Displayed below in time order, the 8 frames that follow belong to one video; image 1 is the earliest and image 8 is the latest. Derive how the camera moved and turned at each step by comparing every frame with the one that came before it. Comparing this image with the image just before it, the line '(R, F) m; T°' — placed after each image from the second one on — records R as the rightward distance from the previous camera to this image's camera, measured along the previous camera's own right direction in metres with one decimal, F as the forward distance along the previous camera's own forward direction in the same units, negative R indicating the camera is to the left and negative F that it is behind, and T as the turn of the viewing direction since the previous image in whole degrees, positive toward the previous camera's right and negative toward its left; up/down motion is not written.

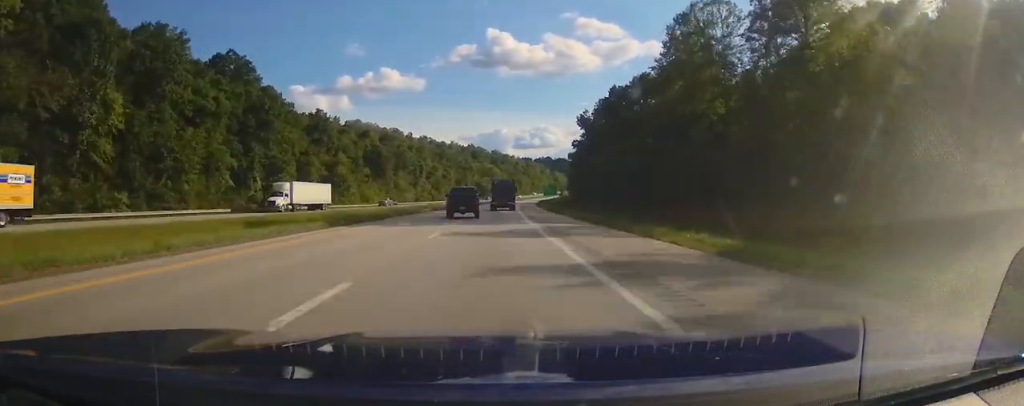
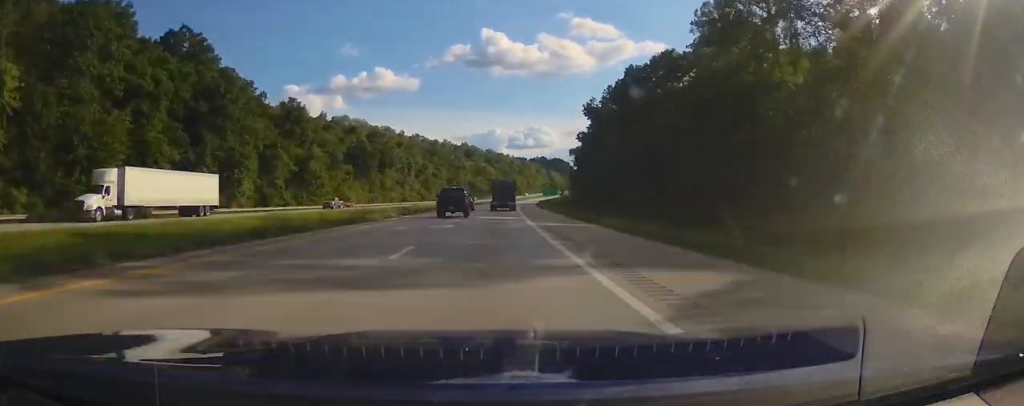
(0.0, +18.5) m; 0°
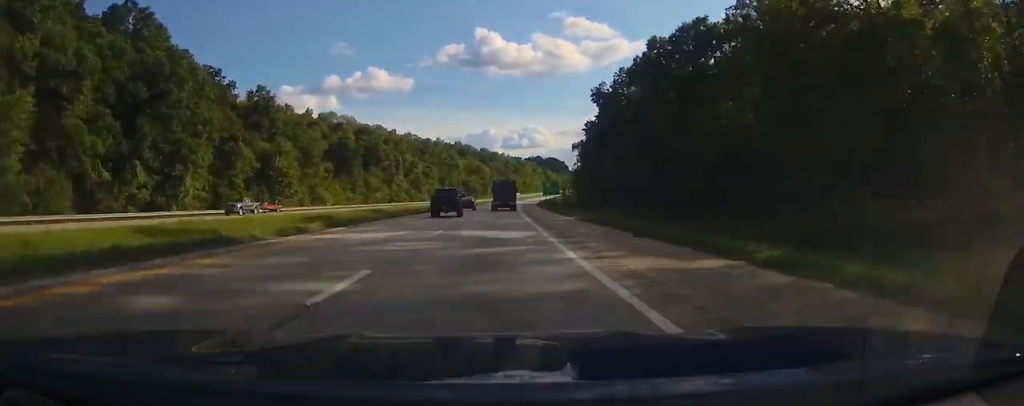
(0.0, +17.4) m; 0°
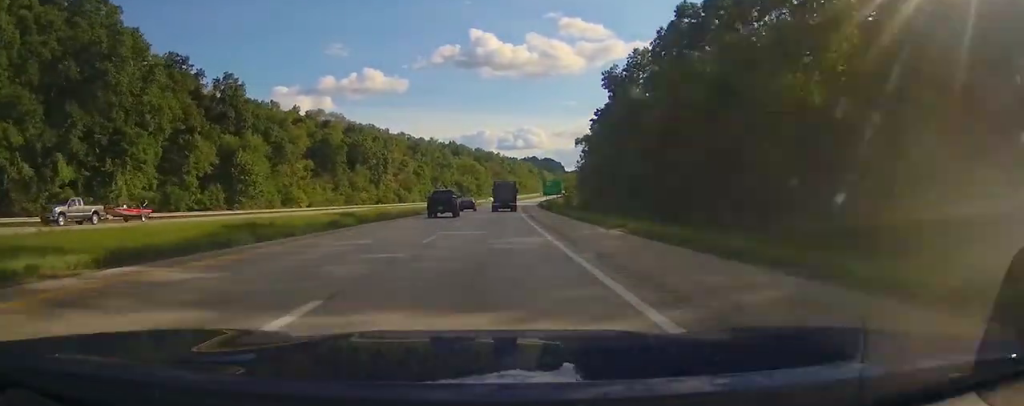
(0.0, +15.2) m; 0°
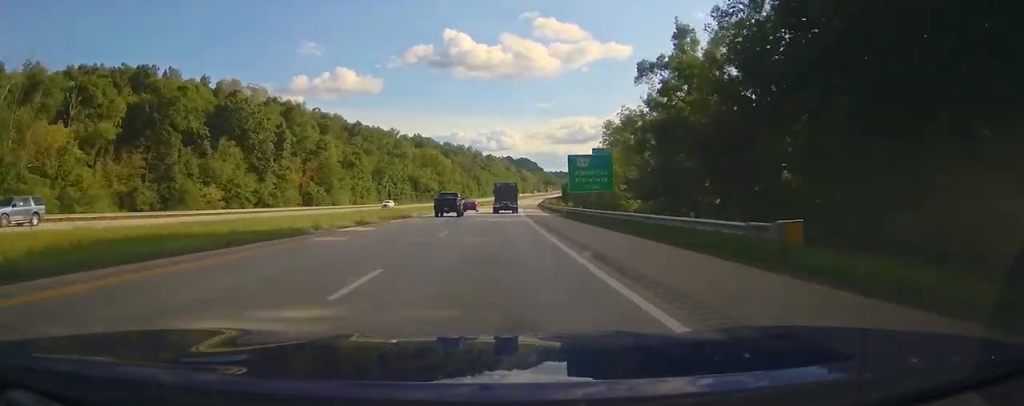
(0.0, +82.9) m; 0°
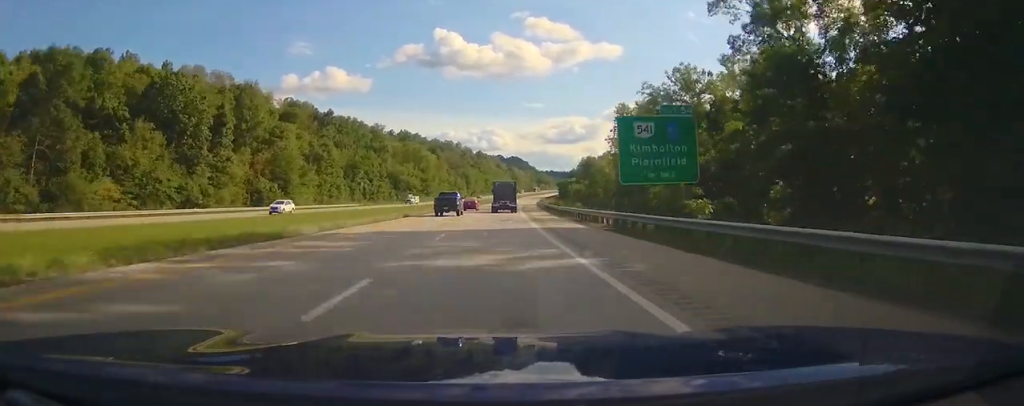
(0.0, +25.8) m; 0°
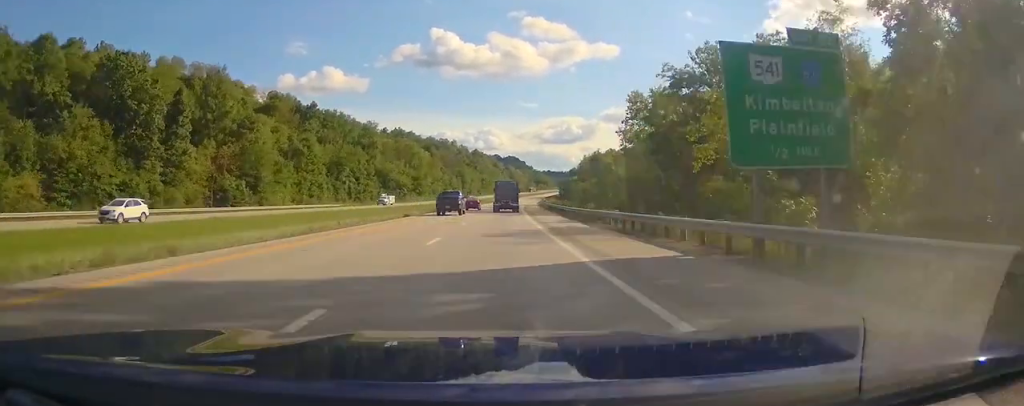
(0.0, +14.8) m; 0°
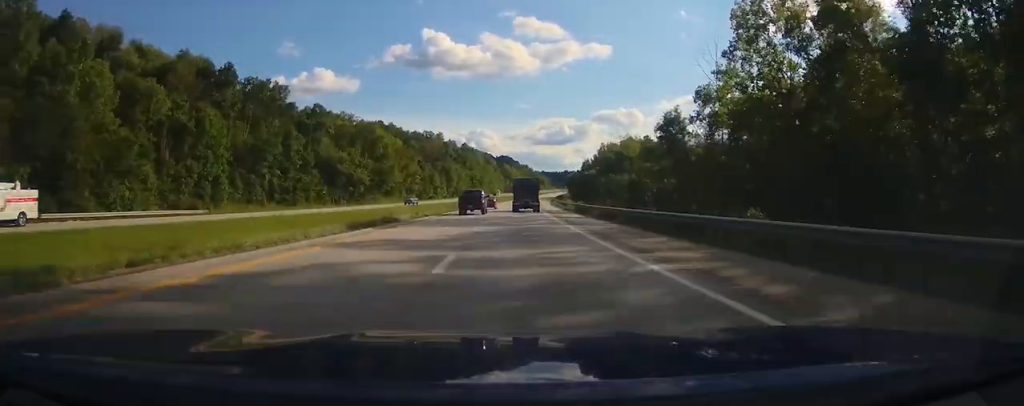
(+1.1, +55.2) m; +5°
